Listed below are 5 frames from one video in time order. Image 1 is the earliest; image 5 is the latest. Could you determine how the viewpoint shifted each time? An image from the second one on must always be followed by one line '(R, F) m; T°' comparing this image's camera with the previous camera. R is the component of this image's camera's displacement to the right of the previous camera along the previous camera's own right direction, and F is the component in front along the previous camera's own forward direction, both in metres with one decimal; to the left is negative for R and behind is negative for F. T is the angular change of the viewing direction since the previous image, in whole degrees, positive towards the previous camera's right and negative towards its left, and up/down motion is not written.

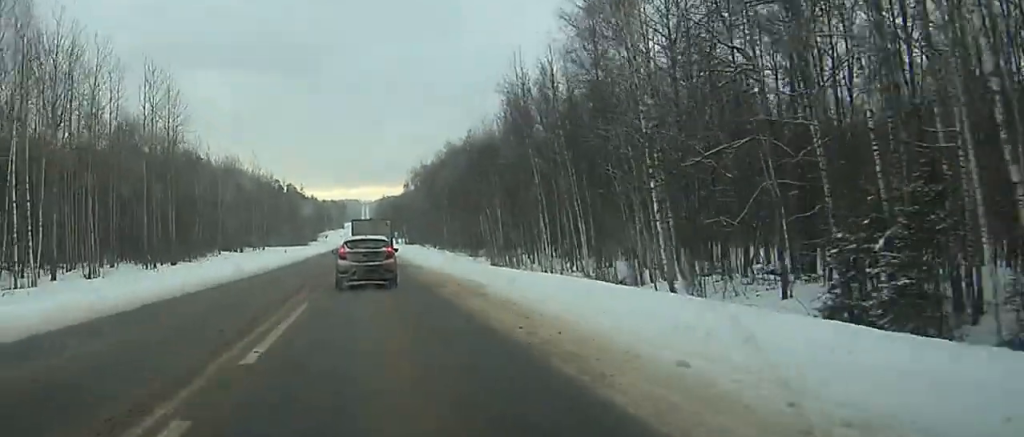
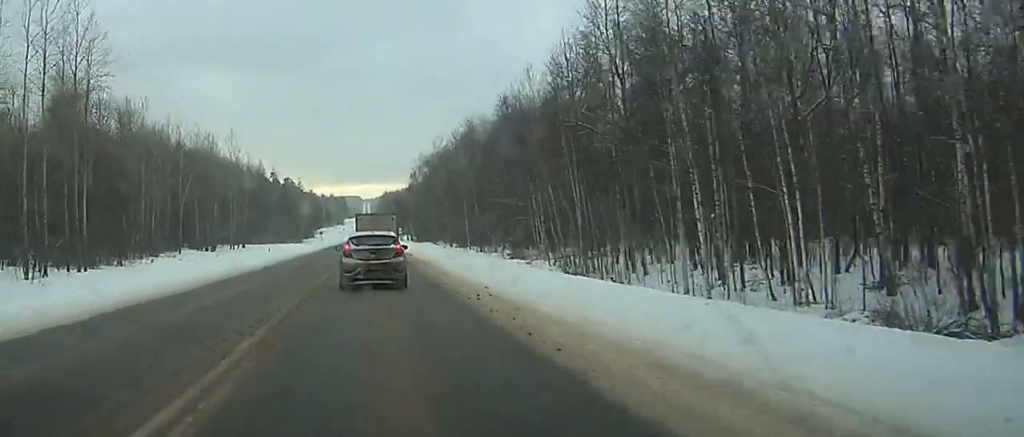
(-0.1, +32.6) m; 0°
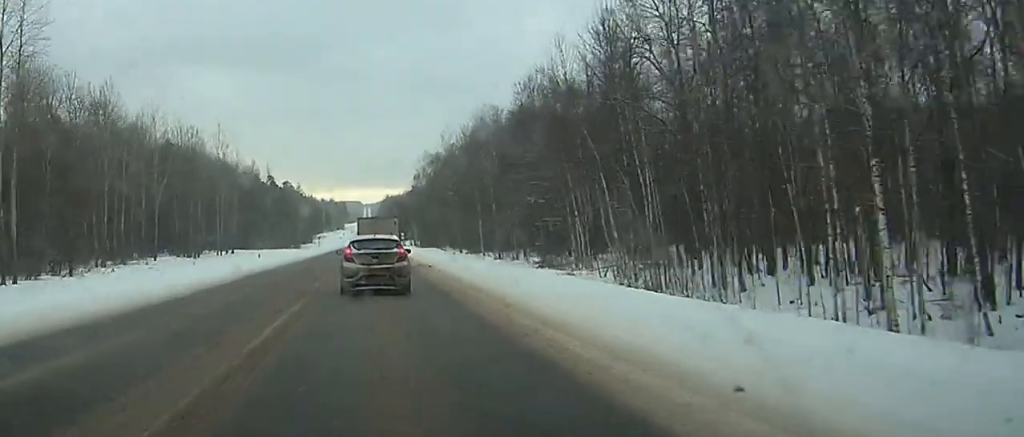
(0.0, +13.4) m; 0°
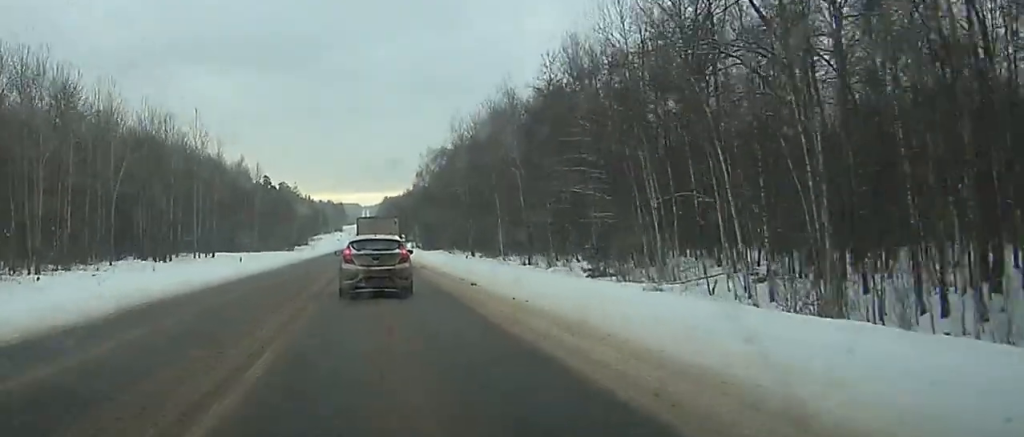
(-0.1, +14.0) m; 0°
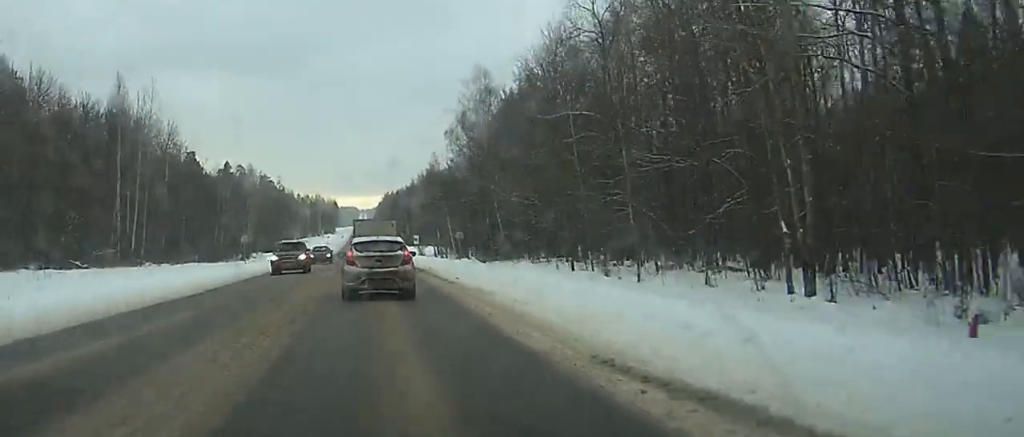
(+0.8, +89.5) m; +1°
